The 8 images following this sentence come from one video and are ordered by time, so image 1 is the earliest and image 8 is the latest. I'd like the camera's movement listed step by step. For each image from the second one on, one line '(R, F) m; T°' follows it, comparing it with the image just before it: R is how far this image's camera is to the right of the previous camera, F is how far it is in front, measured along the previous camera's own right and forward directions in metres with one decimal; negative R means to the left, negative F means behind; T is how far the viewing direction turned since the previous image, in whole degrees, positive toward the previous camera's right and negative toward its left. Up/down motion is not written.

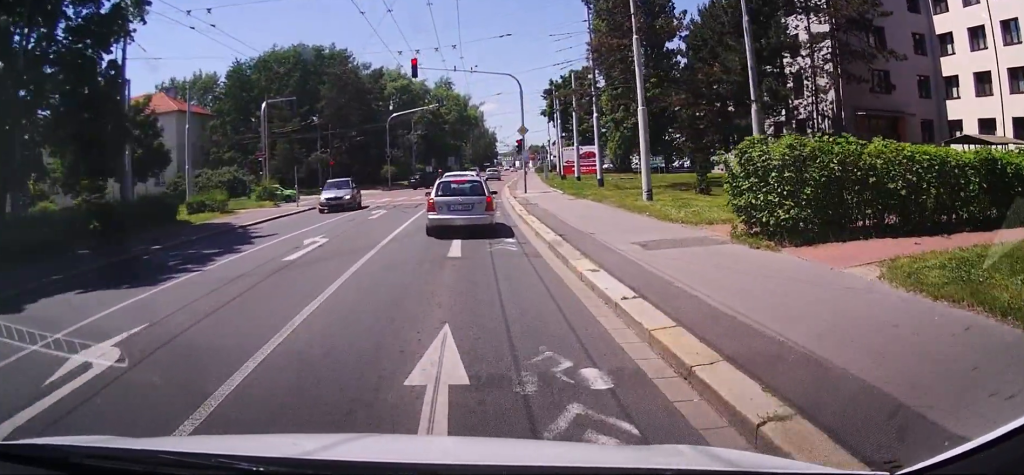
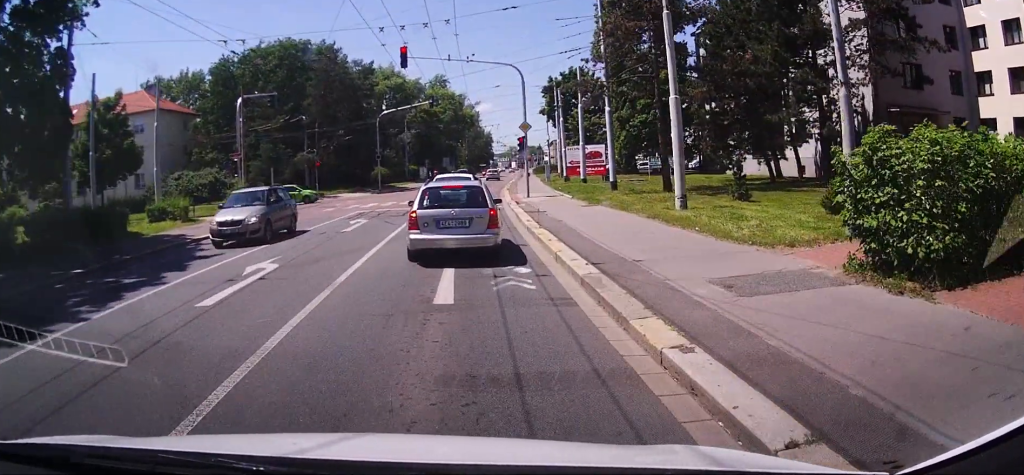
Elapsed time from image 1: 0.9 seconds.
(-0.1, +4.9) m; -1°
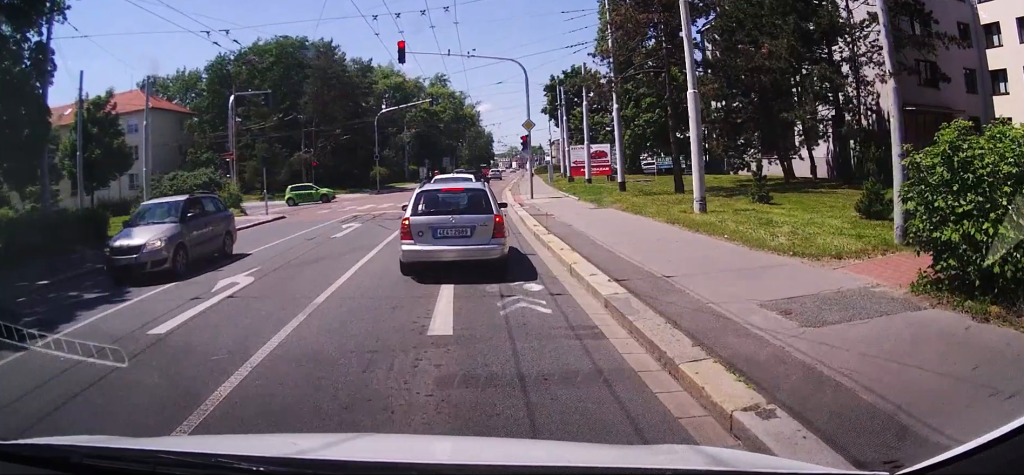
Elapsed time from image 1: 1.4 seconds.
(0.0, +1.6) m; 0°
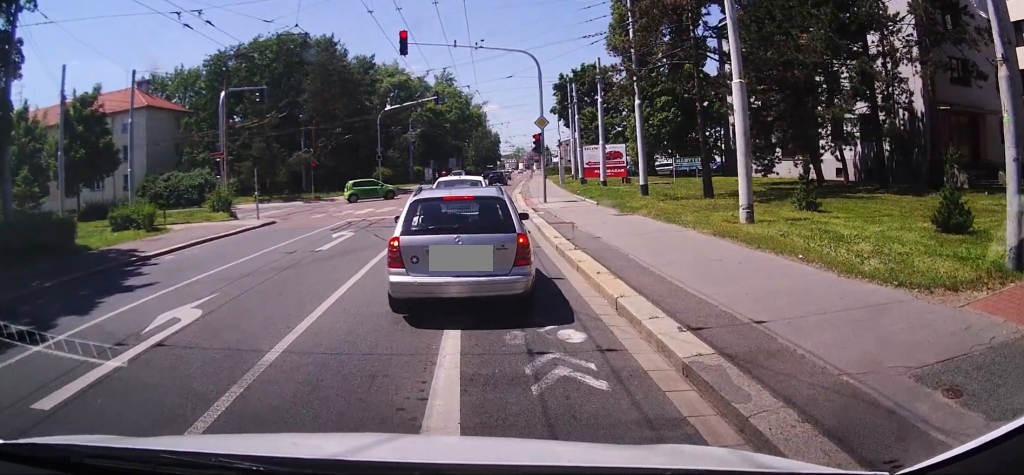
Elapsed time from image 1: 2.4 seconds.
(0.0, +3.1) m; 0°
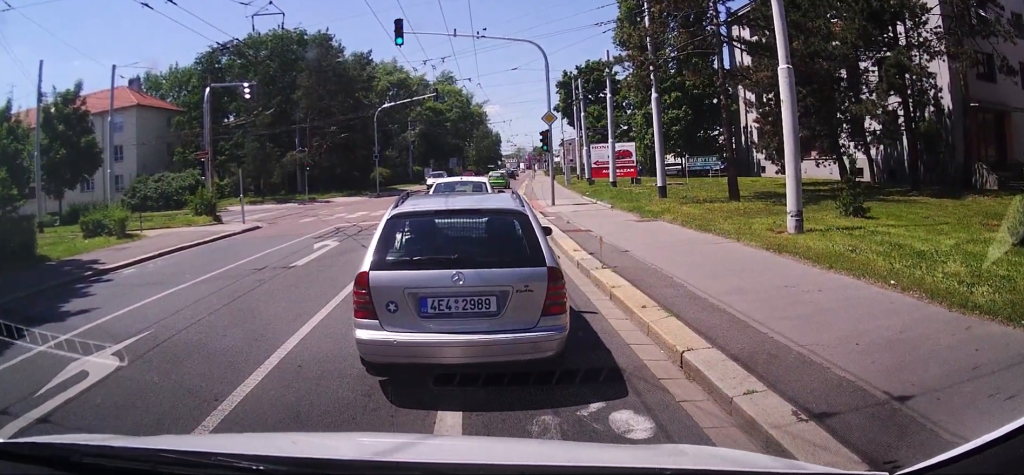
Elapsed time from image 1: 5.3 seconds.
(+1.1, +1.9) m; 0°
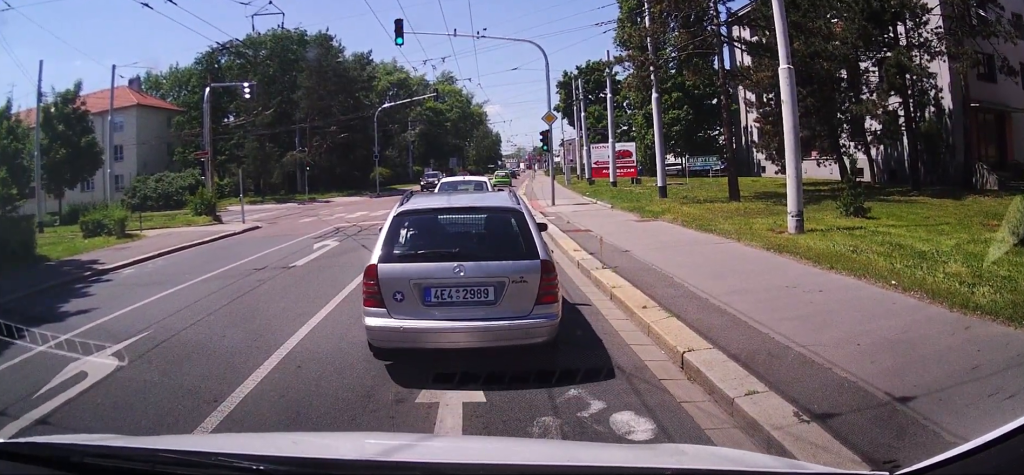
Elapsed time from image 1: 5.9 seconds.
(0.0, +0.4) m; 0°
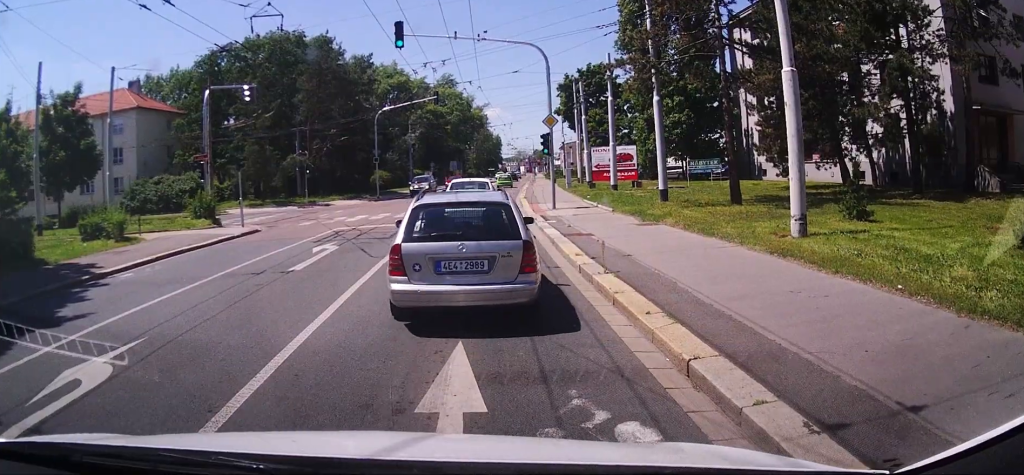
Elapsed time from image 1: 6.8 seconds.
(0.0, +0.6) m; 0°
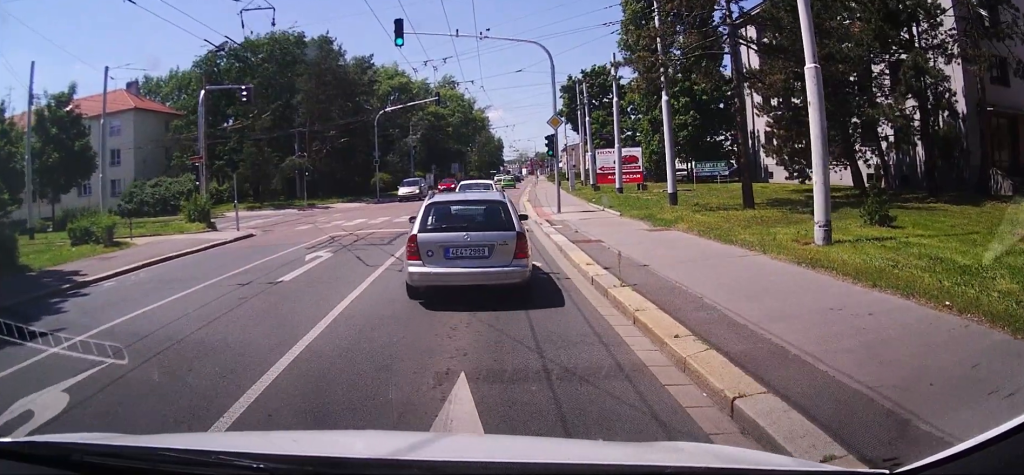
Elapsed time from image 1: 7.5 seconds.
(0.0, +0.5) m; 0°
